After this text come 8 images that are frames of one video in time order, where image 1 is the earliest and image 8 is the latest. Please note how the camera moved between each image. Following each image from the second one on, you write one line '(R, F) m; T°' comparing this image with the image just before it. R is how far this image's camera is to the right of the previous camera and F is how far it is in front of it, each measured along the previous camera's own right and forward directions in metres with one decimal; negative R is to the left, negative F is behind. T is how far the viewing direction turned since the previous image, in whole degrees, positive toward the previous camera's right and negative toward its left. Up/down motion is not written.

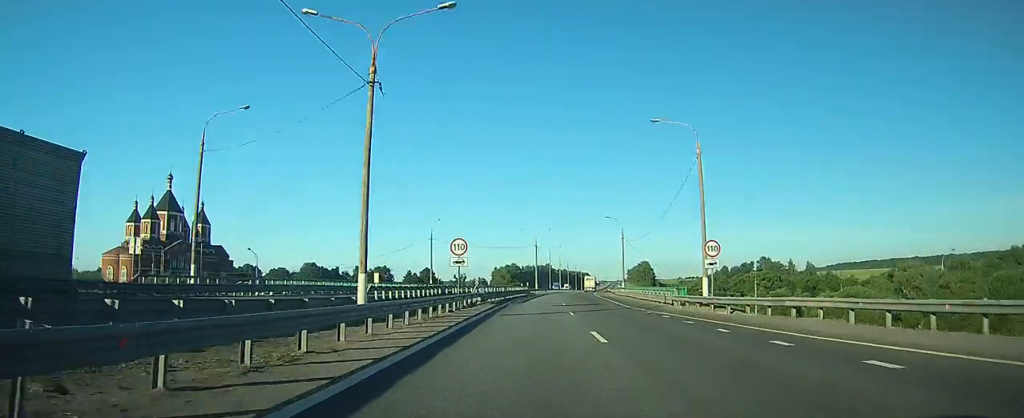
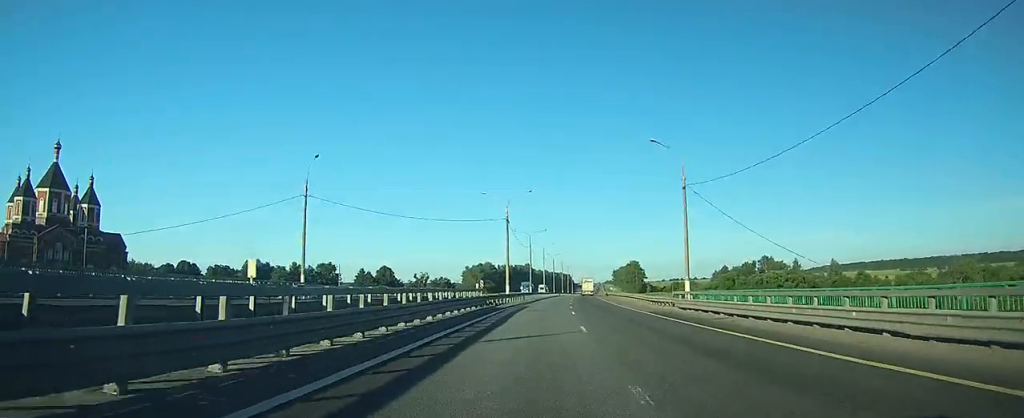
(+0.9, +44.3) m; +3°
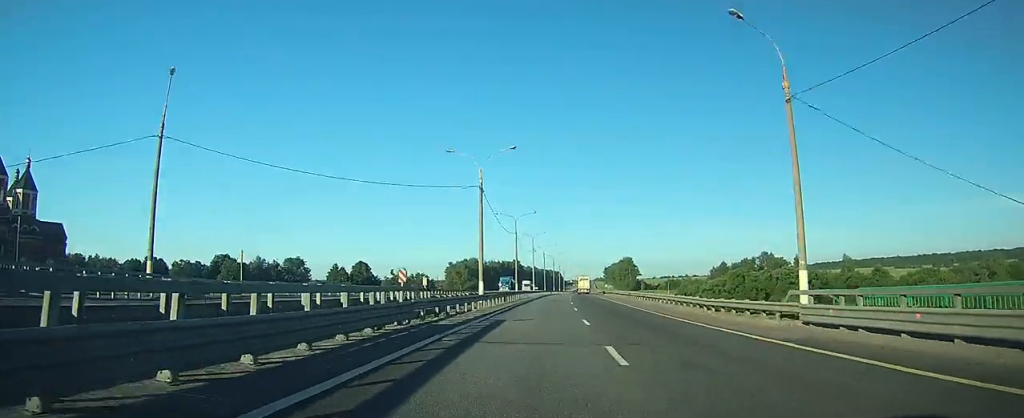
(+0.2, +18.9) m; +1°
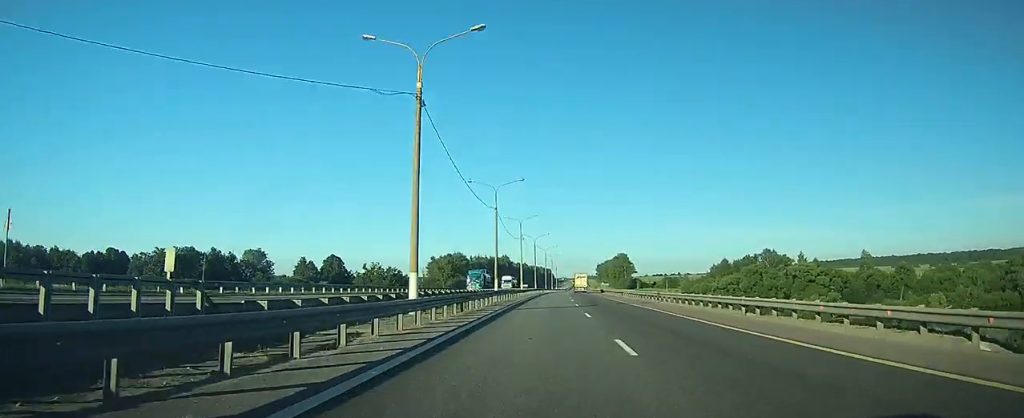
(+0.2, +21.0) m; +1°
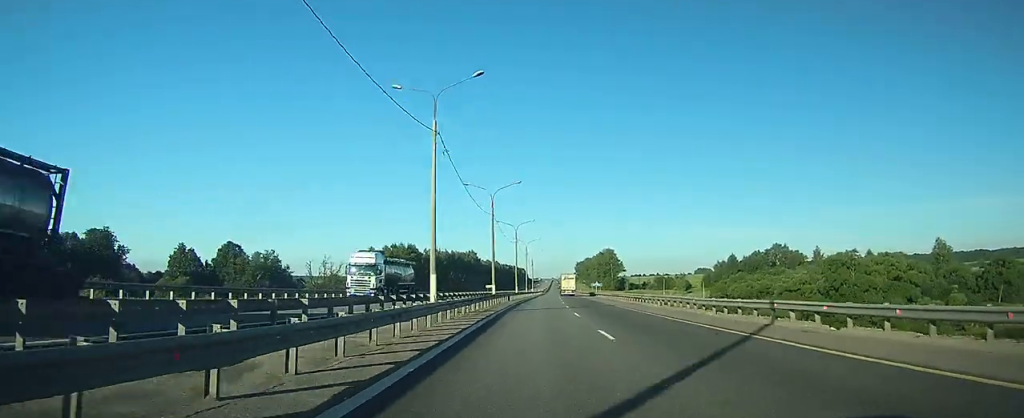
(+1.0, +55.6) m; +2°
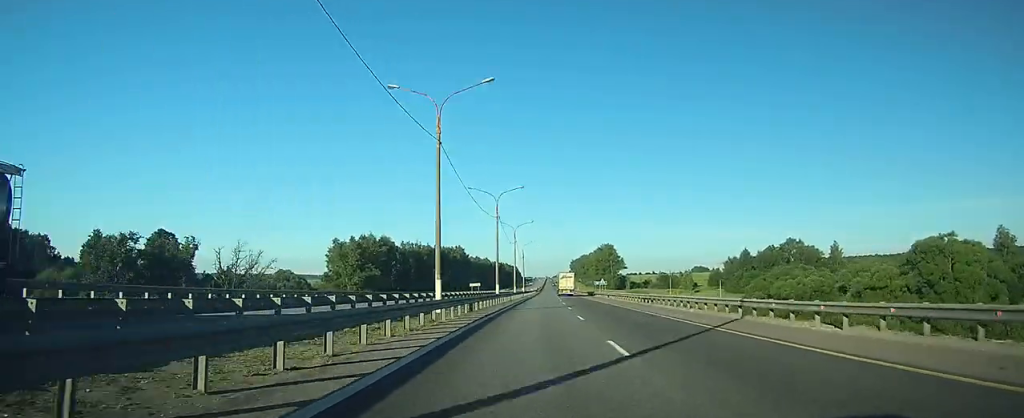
(+0.3, +27.3) m; +1°
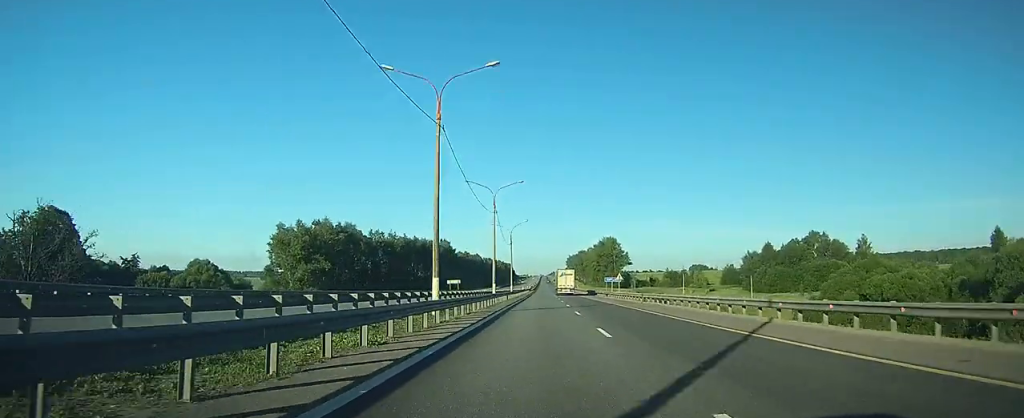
(+0.4, +31.7) m; +1°
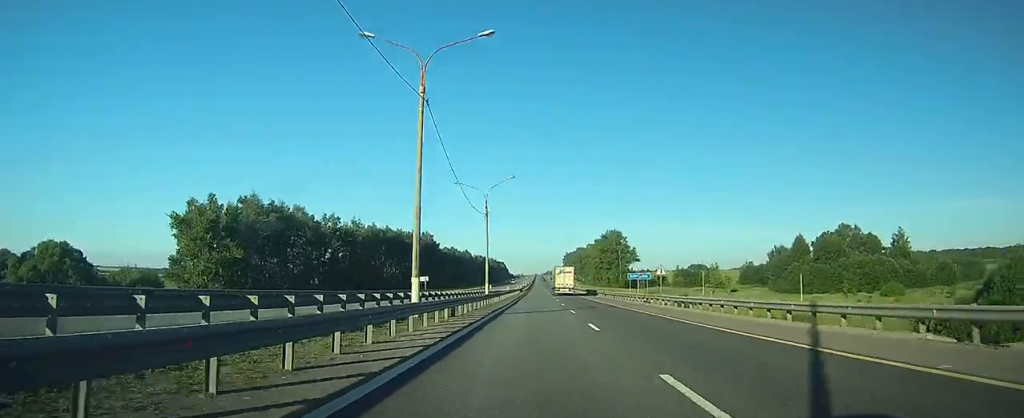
(+0.2, +33.0) m; 0°
